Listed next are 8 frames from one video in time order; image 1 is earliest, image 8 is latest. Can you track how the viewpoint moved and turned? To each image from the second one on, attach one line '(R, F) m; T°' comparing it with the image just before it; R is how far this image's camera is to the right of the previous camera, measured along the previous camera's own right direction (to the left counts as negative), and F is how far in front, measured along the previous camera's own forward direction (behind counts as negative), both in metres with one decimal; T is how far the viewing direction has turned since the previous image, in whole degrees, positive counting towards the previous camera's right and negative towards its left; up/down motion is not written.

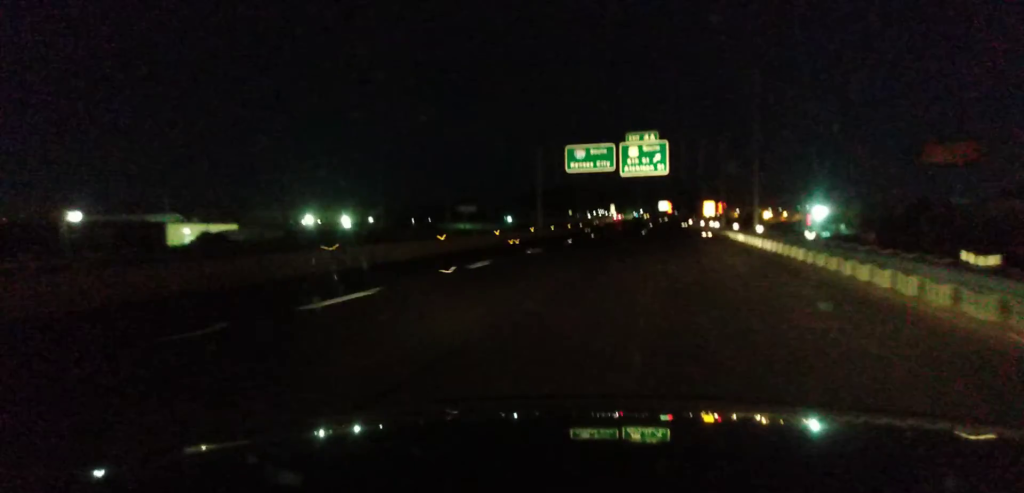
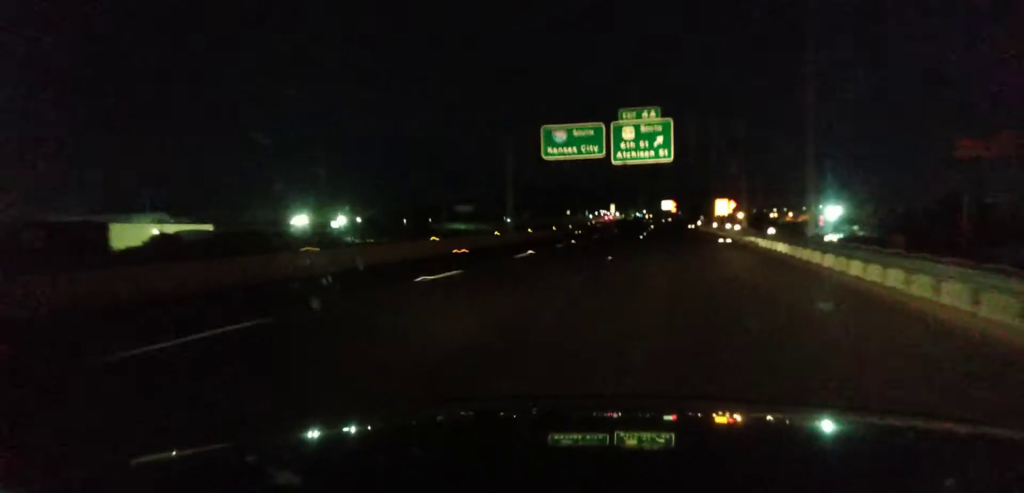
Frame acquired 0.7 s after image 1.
(-0.1, +16.4) m; 0°
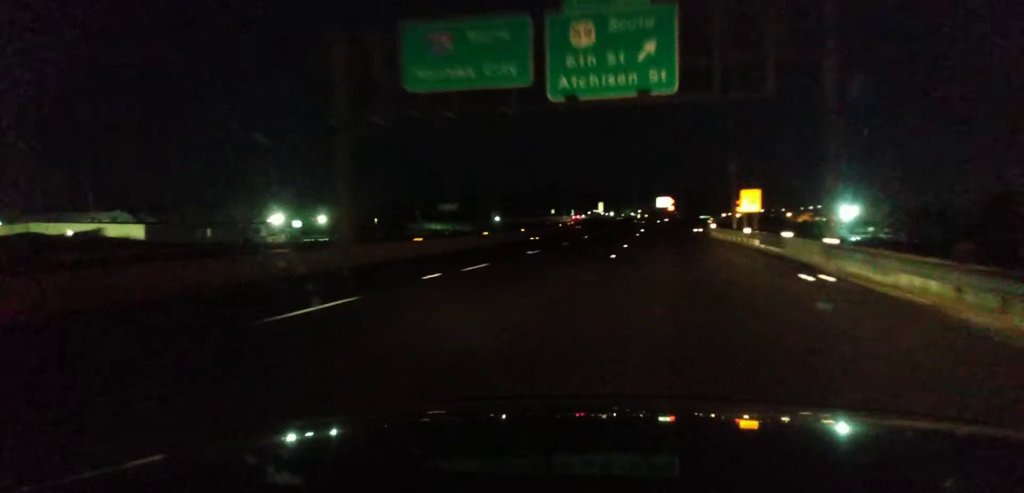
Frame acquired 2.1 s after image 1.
(-0.2, +33.8) m; 0°
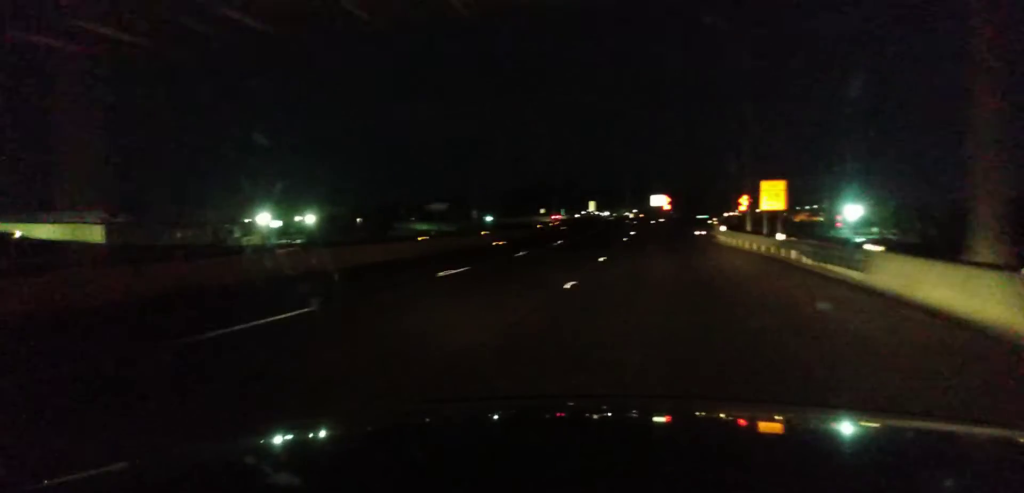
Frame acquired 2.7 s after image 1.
(+0.1, +13.5) m; 0°
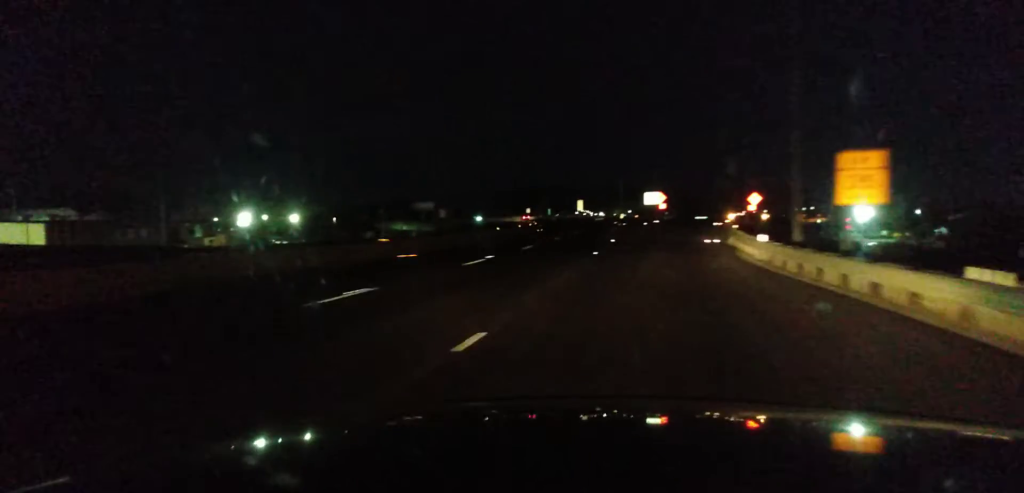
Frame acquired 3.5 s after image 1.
(+0.1, +19.5) m; +1°
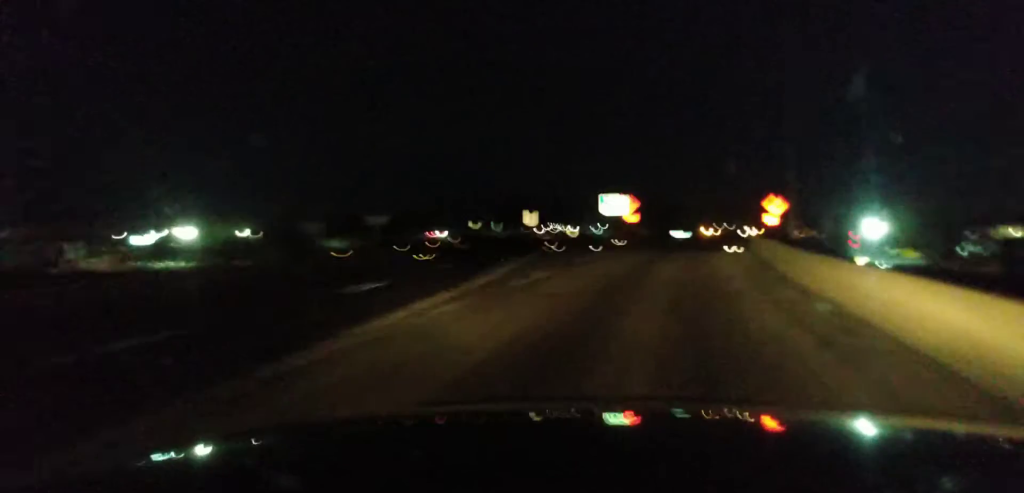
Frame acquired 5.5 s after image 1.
(+0.5, +44.2) m; +2°
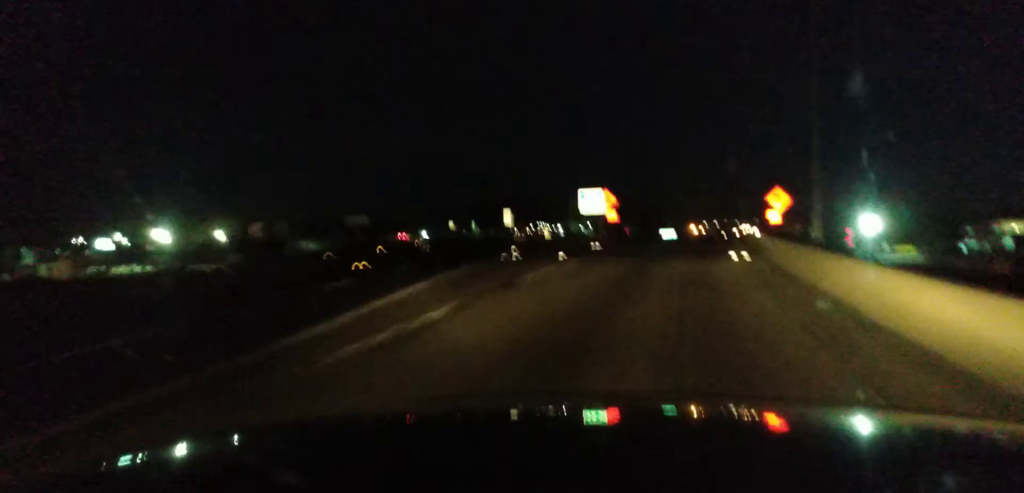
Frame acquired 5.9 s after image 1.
(0.0, +9.4) m; +1°
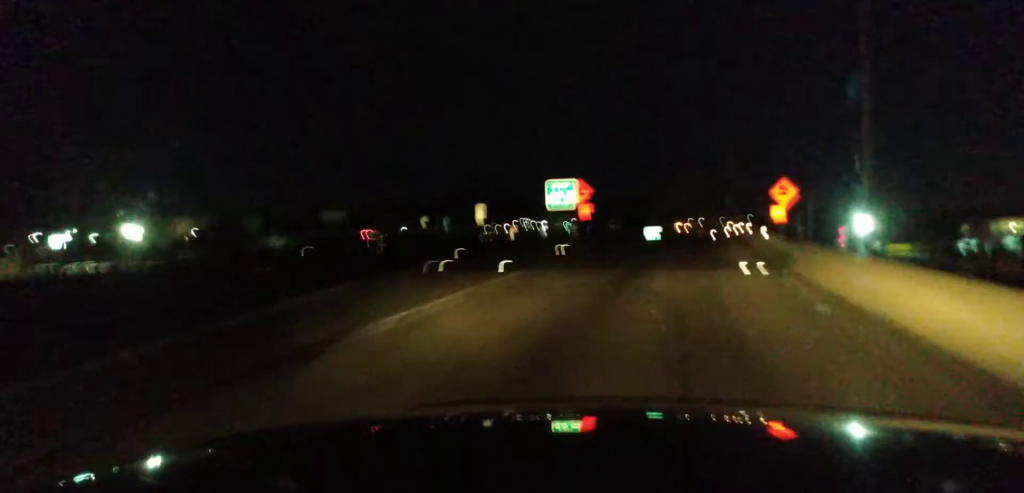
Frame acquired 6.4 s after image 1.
(+0.1, +10.6) m; +1°
